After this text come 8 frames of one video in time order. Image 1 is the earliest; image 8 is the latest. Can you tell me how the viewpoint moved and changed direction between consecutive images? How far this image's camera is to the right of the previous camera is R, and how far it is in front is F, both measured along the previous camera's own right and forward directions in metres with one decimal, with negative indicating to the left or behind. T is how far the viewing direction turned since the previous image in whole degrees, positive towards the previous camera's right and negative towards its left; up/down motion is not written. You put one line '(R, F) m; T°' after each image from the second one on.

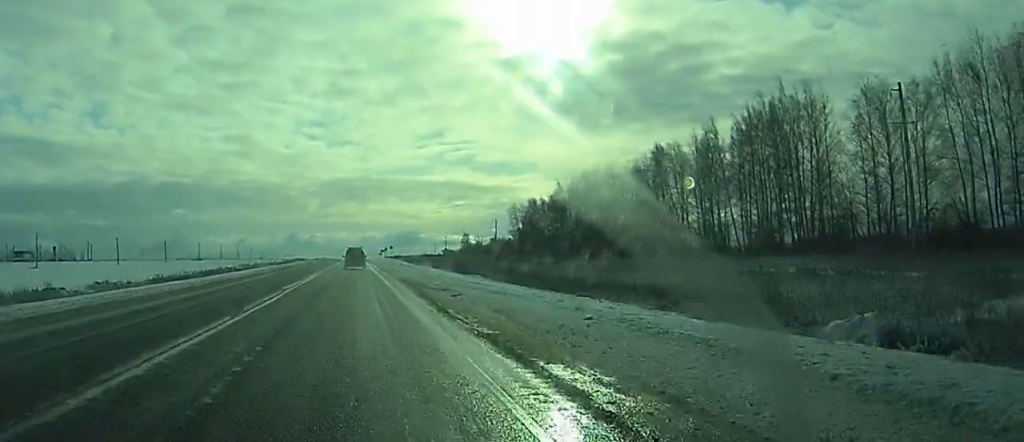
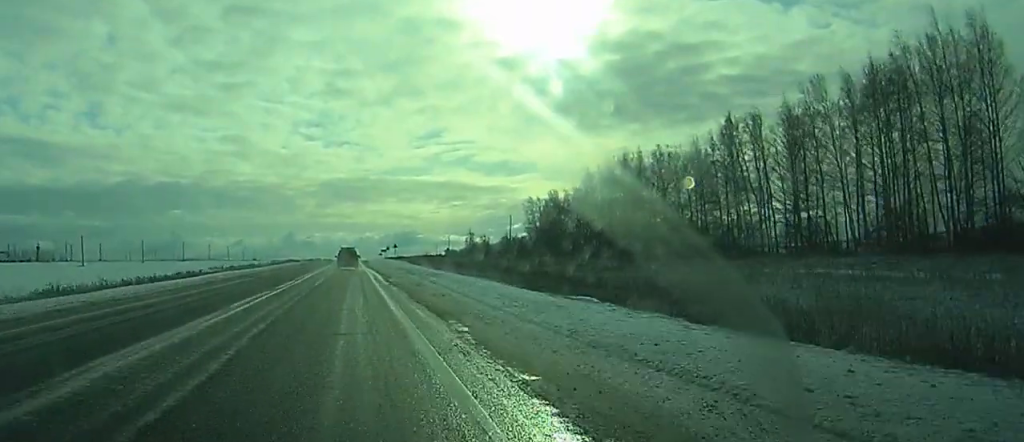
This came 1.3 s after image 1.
(-0.1, +34.8) m; 0°
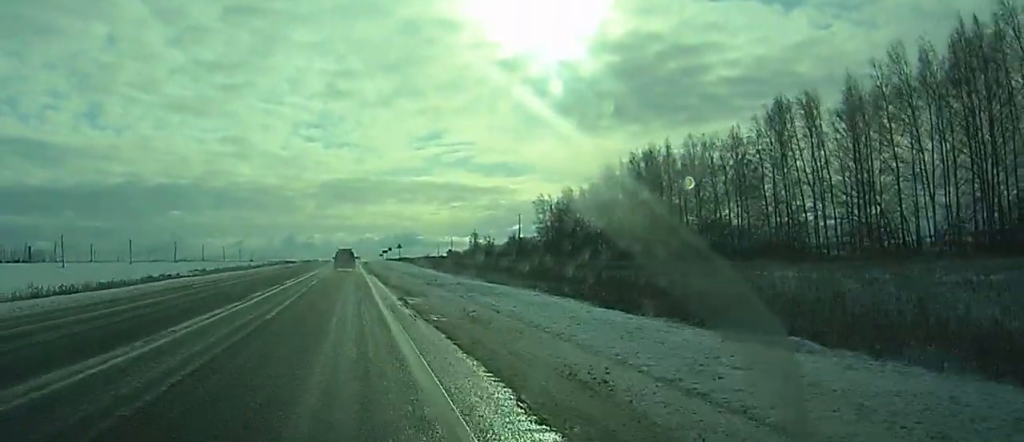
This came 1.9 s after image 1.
(0.0, +17.1) m; 0°
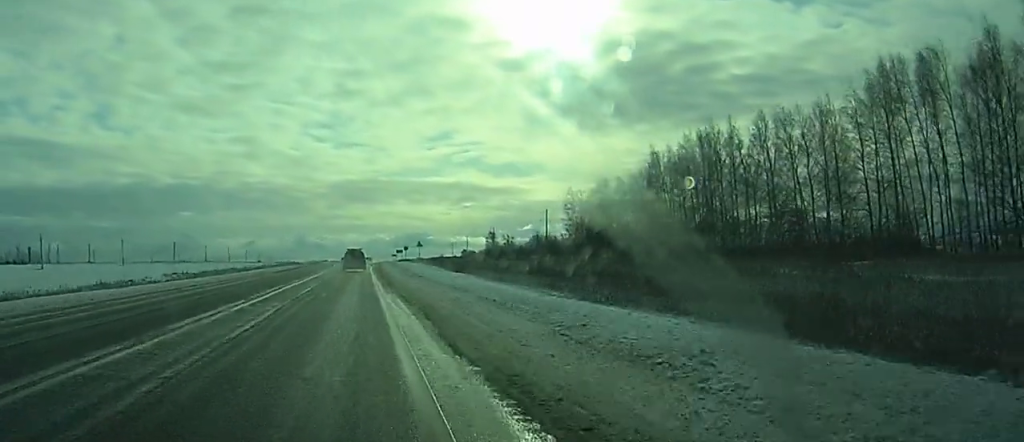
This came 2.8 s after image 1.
(+0.1, +24.5) m; 0°
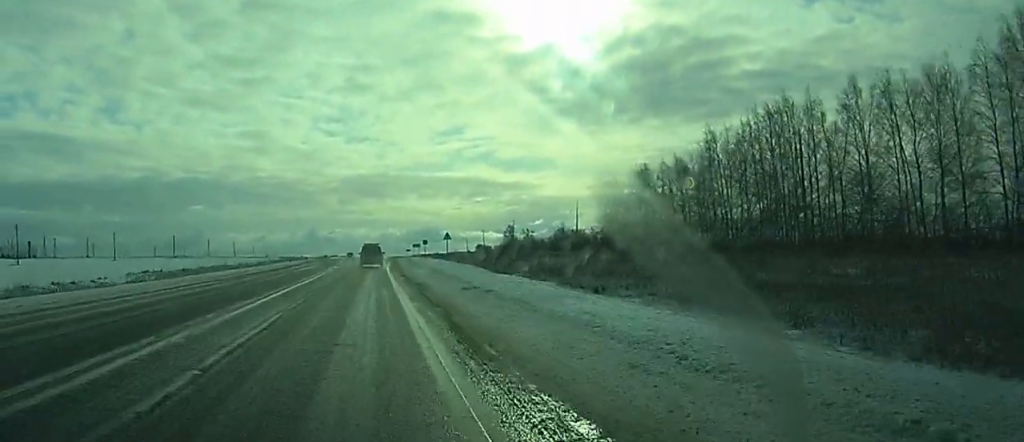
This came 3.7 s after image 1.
(0.0, +22.7) m; 0°
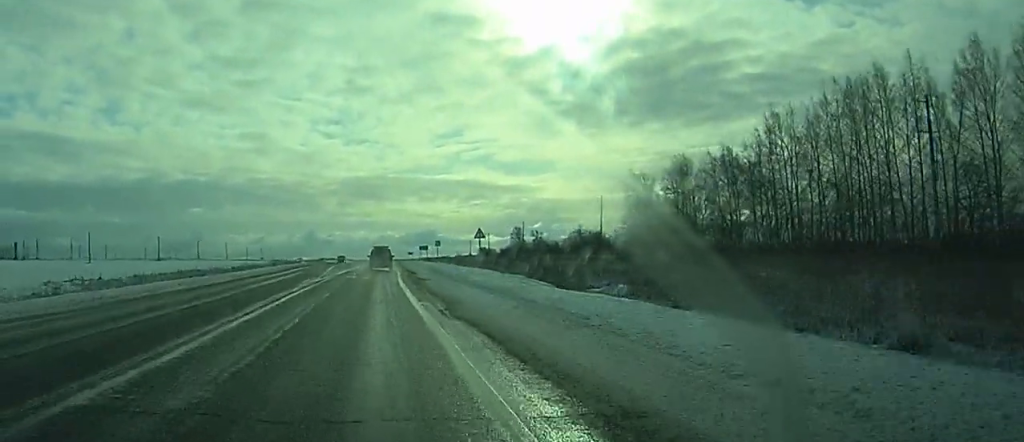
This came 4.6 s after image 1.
(-0.1, +24.5) m; -1°
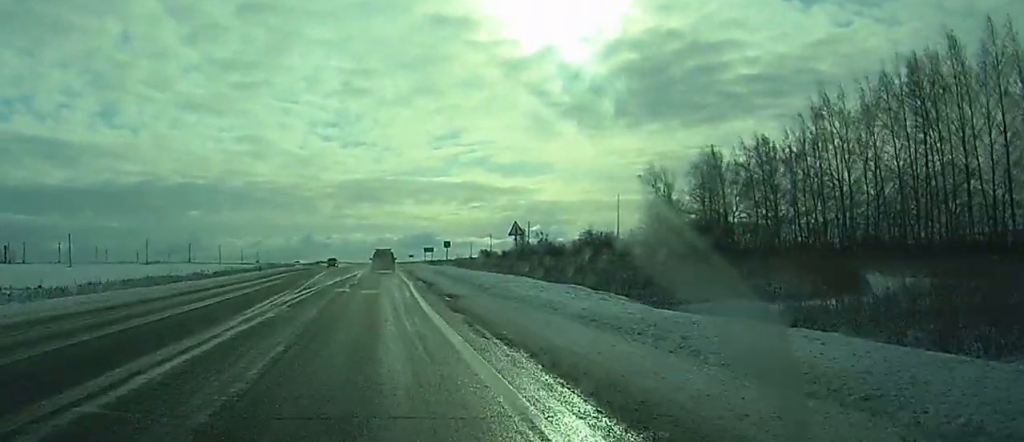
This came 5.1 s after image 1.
(-0.1, +15.3) m; 0°
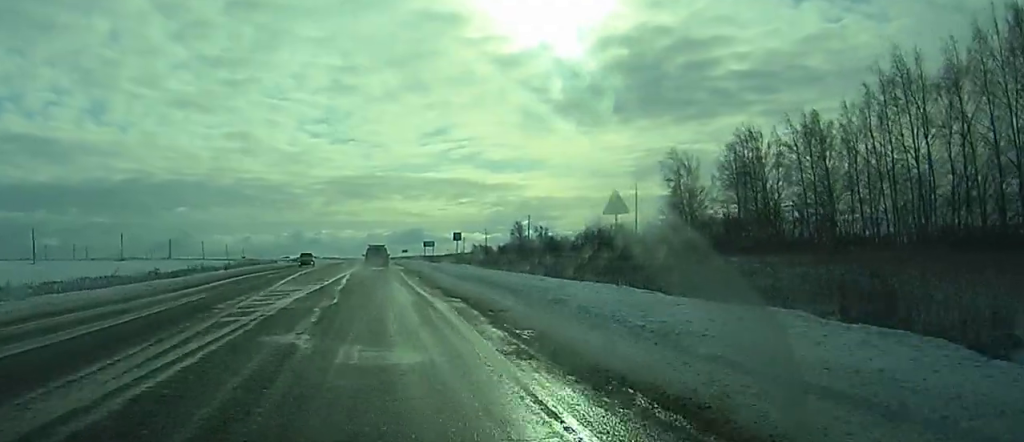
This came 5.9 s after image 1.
(-0.1, +19.7) m; 0°
